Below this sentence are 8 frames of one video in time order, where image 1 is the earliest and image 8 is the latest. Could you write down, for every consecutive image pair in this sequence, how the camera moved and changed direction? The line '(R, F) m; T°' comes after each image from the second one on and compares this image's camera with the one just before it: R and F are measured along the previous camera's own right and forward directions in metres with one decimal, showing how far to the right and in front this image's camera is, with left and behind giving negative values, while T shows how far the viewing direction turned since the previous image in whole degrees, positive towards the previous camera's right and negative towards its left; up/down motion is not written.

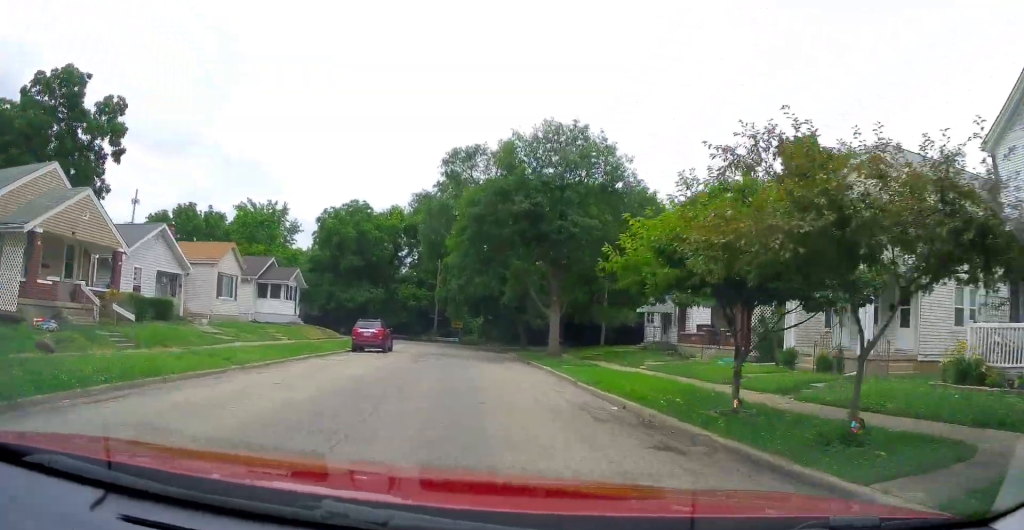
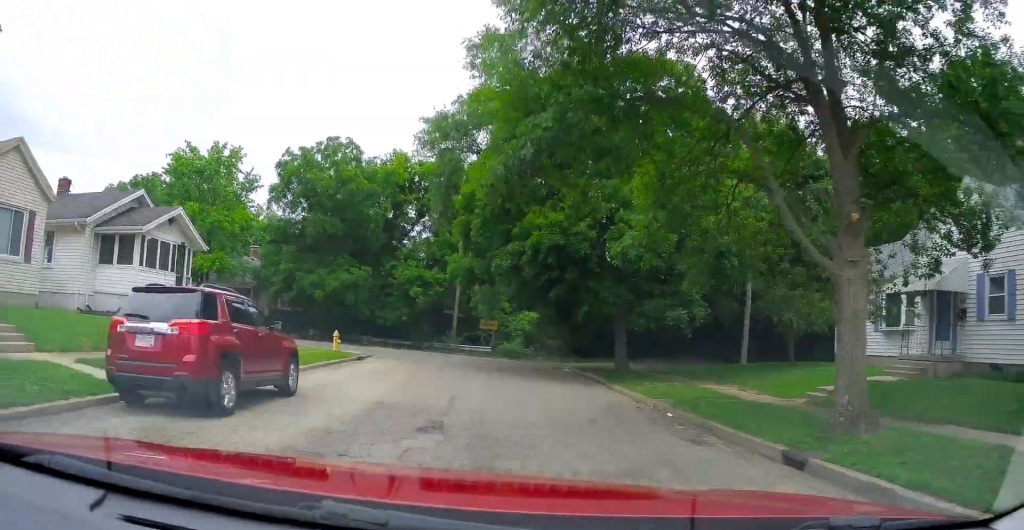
(0.0, +24.0) m; -1°
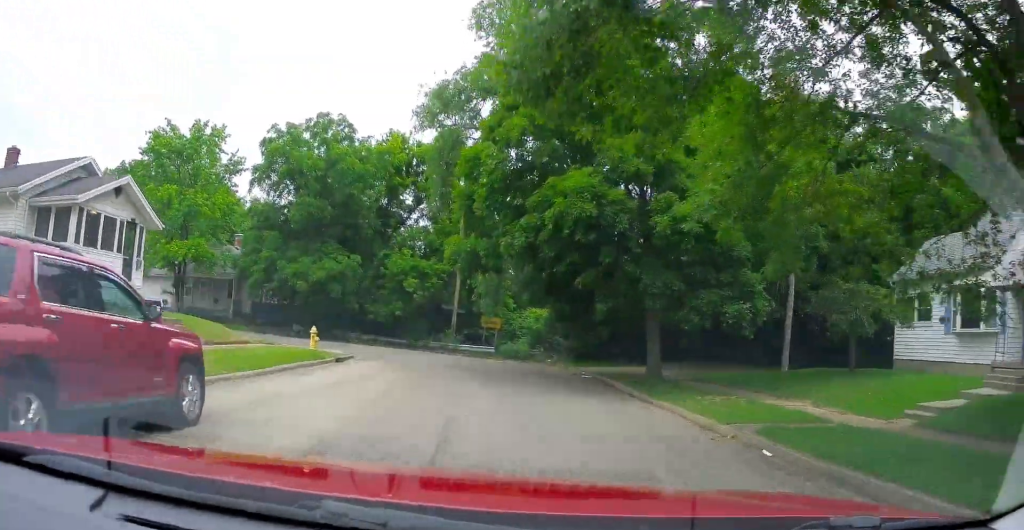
(+0.1, +4.3) m; -1°
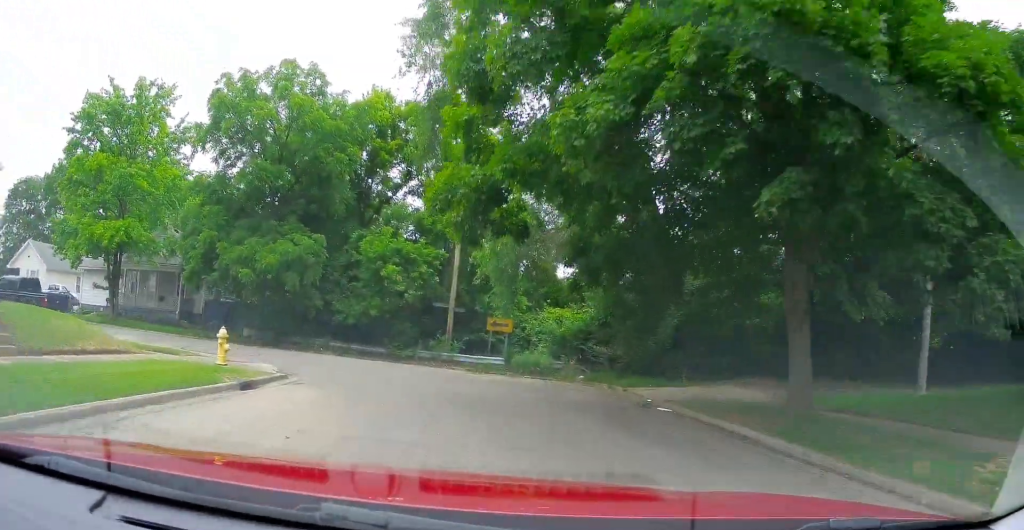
(-0.4, +9.7) m; -2°
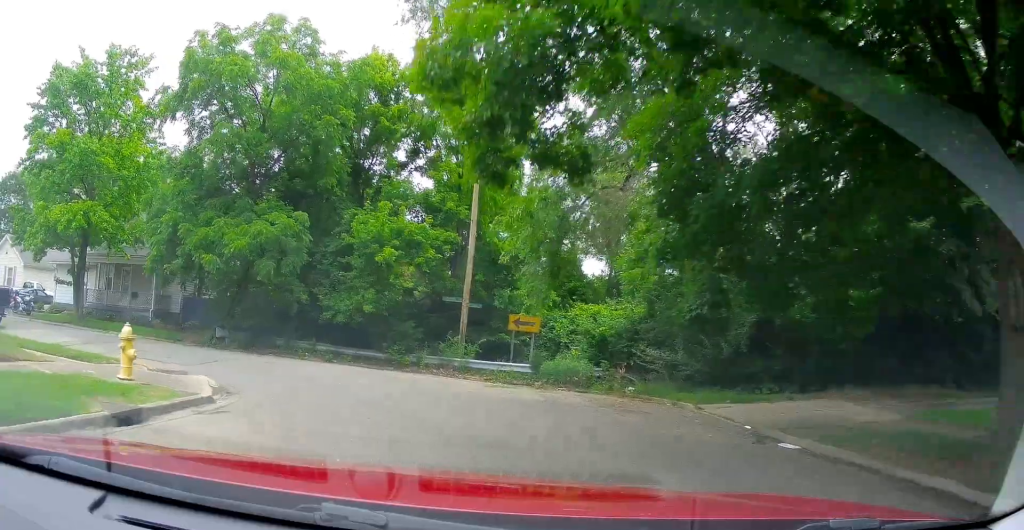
(+0.1, +5.9) m; -5°
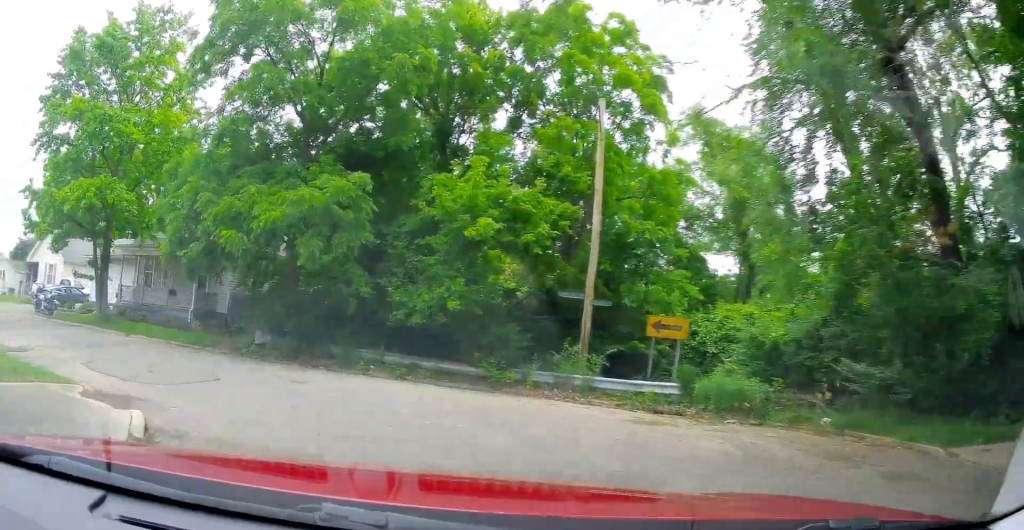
(-0.7, +6.3) m; -9°
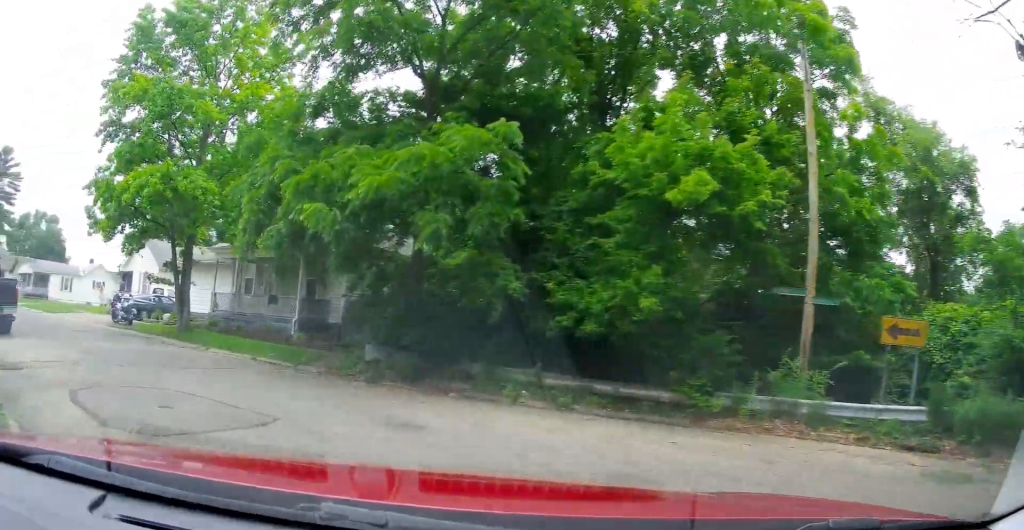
(-0.3, +4.9) m; -8°
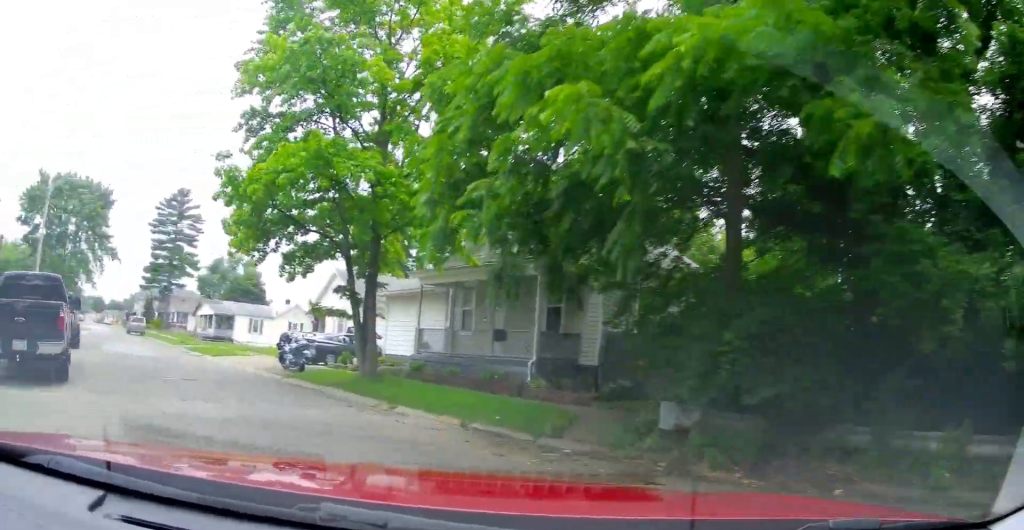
(-0.6, +7.2) m; -12°
